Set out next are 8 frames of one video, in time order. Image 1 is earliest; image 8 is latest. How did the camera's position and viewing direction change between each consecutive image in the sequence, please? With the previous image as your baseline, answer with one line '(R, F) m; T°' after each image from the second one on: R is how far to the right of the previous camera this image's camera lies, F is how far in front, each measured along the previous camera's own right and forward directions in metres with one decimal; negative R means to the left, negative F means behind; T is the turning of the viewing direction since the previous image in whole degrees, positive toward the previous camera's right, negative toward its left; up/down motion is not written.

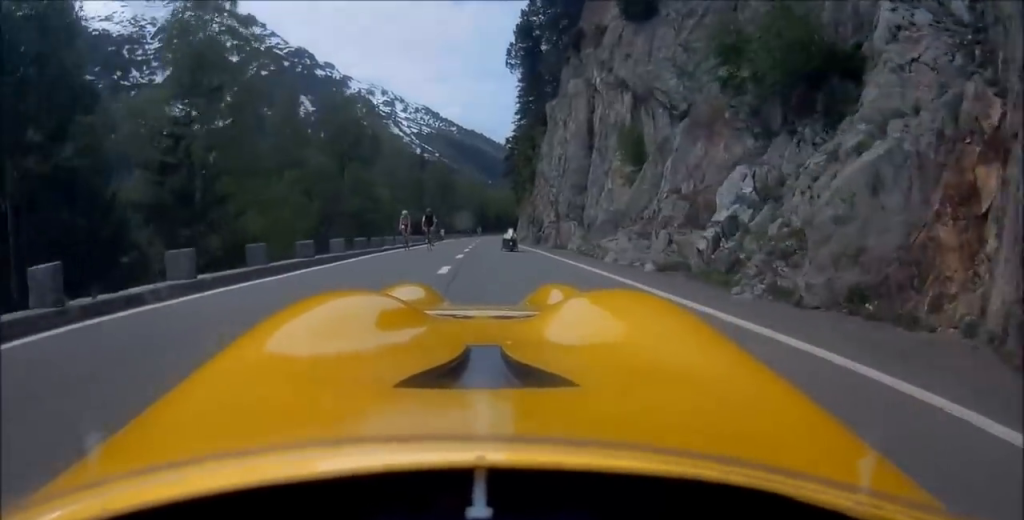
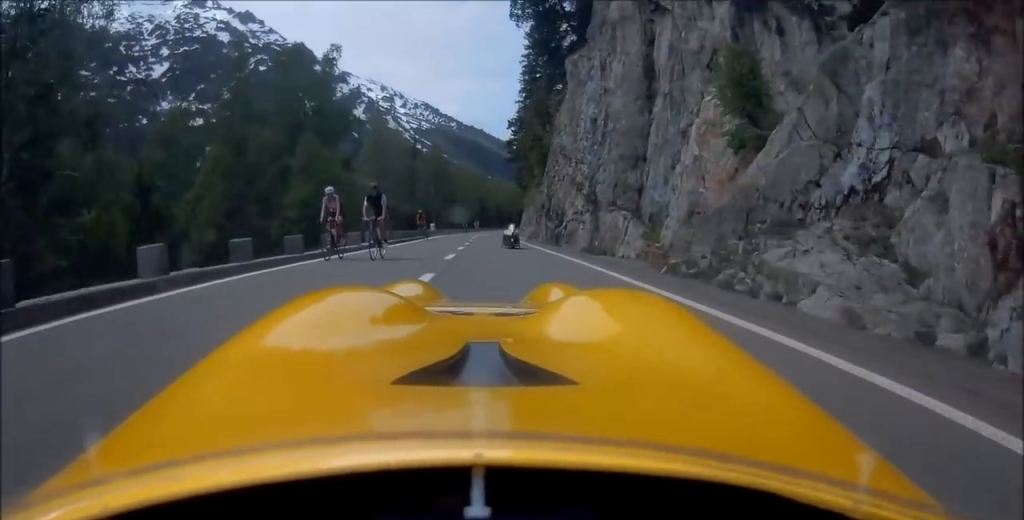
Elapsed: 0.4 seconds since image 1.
(0.0, +9.2) m; 0°
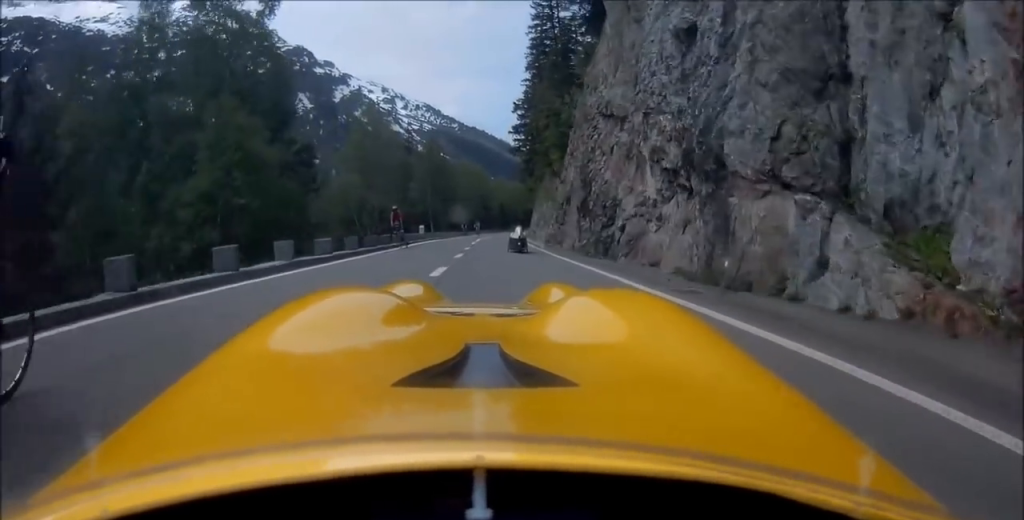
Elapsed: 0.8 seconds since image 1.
(0.0, +9.2) m; 0°
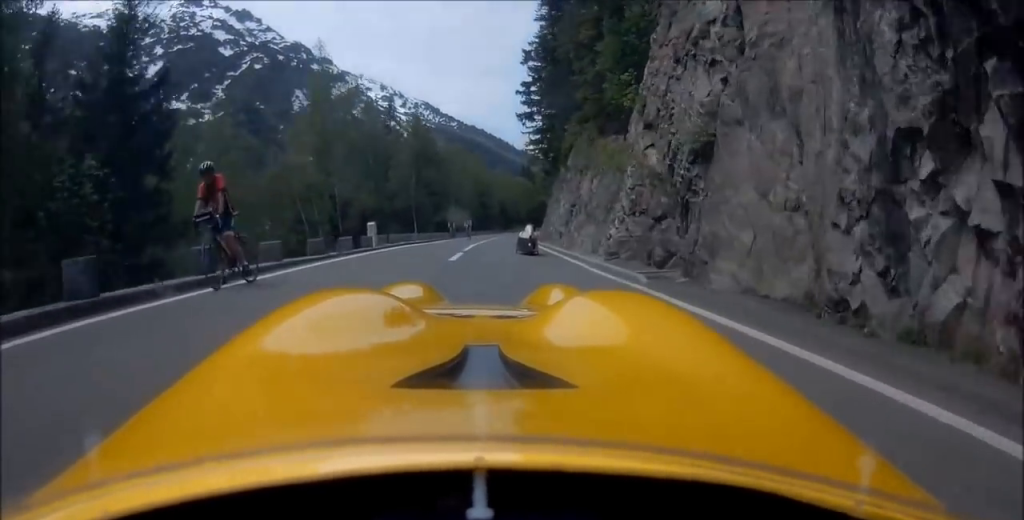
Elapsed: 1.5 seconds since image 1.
(-0.1, +15.6) m; +1°
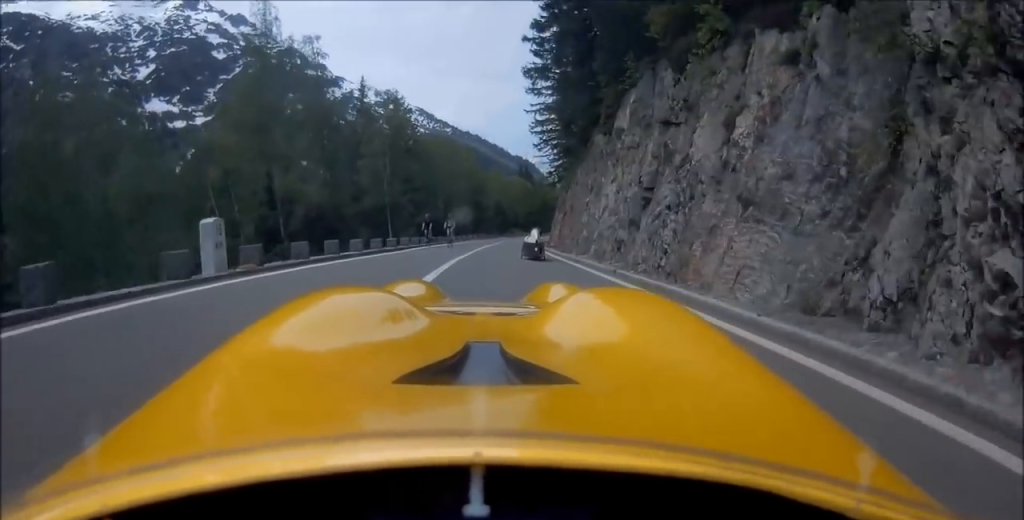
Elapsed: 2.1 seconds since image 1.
(0.0, +12.8) m; +1°
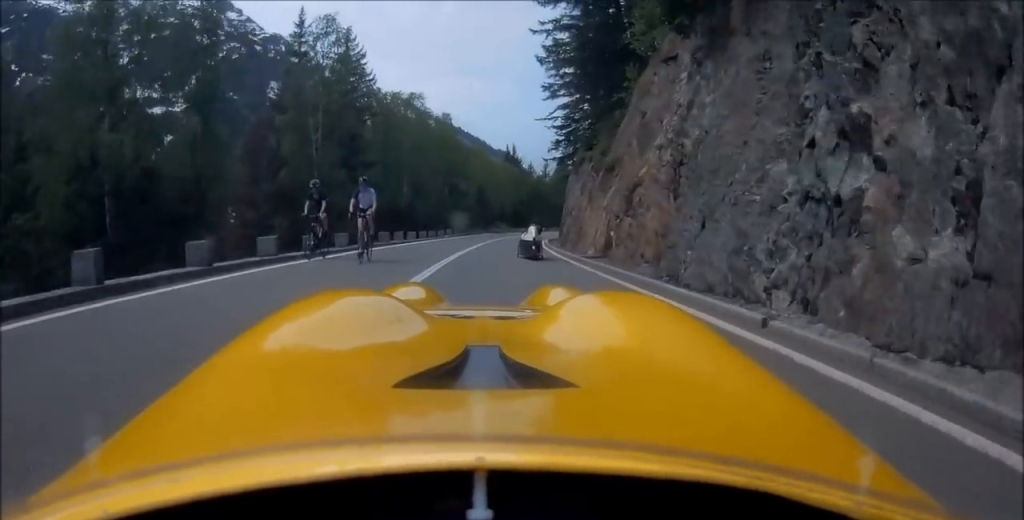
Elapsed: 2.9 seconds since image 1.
(+0.5, +16.2) m; +1°
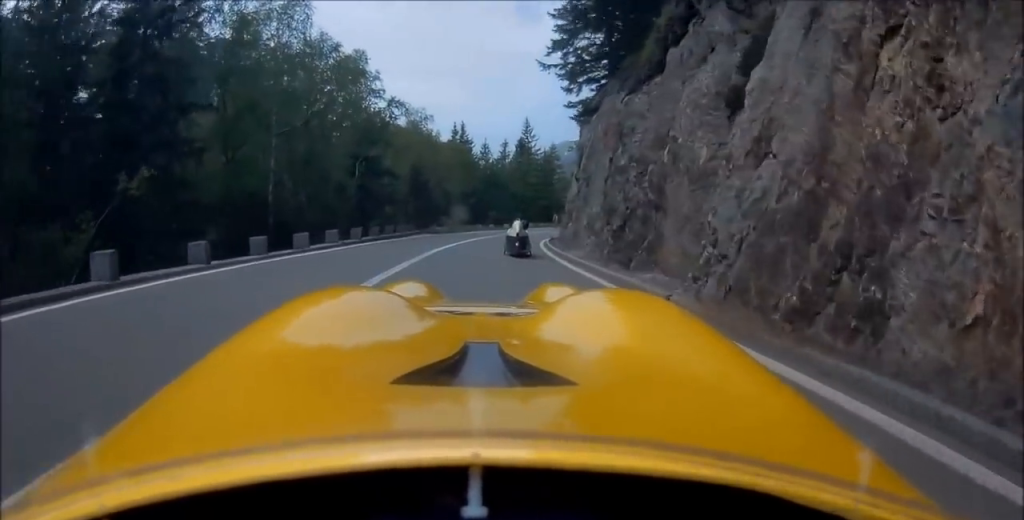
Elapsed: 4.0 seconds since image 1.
(+0.1, +21.7) m; +4°
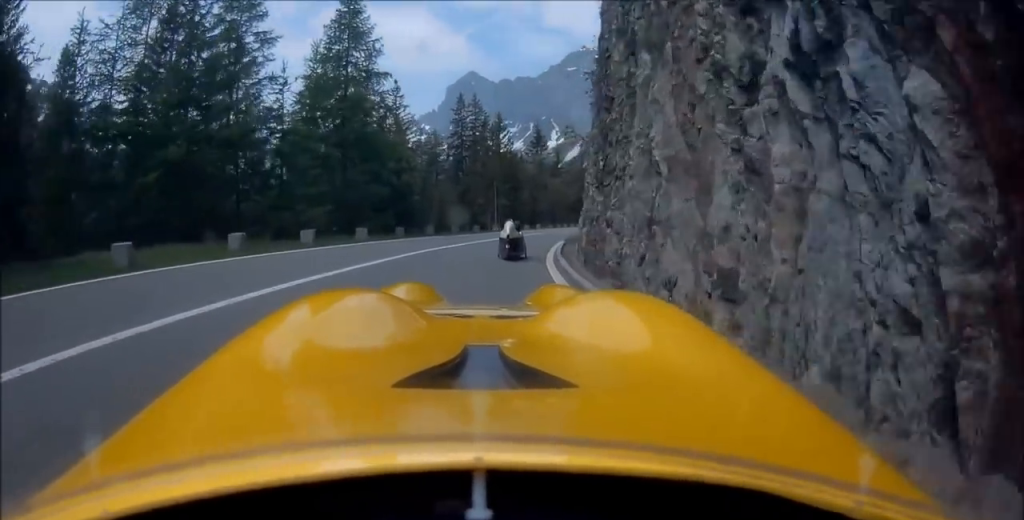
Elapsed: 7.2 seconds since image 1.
(+13.2, +63.4) m; +26°
